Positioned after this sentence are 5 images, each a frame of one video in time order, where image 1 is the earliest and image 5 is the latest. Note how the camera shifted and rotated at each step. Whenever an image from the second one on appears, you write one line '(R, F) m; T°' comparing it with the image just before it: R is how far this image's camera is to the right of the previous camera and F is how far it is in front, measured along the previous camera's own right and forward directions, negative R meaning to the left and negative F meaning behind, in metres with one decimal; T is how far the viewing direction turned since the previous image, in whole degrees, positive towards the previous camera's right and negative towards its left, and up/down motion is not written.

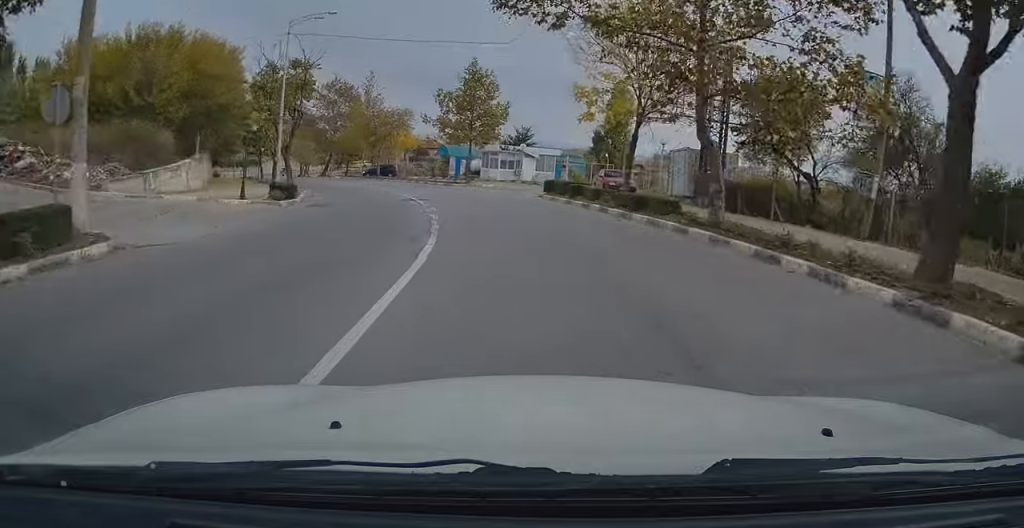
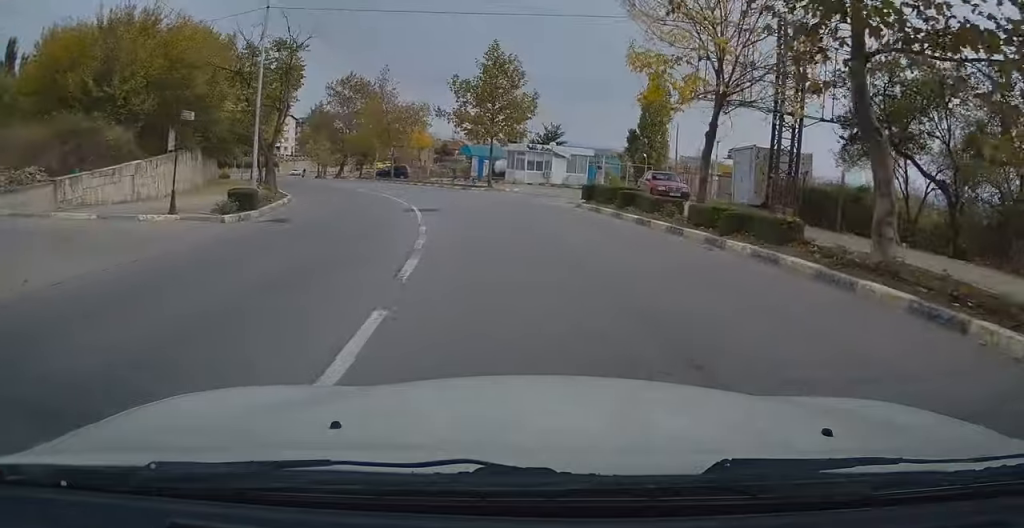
(-0.2, +6.0) m; -3°
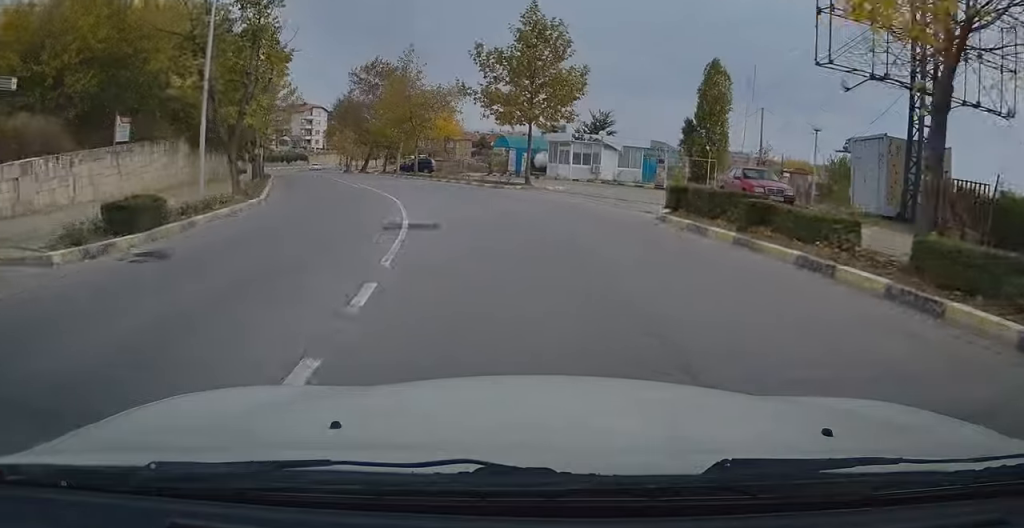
(-0.2, +7.5) m; -4°
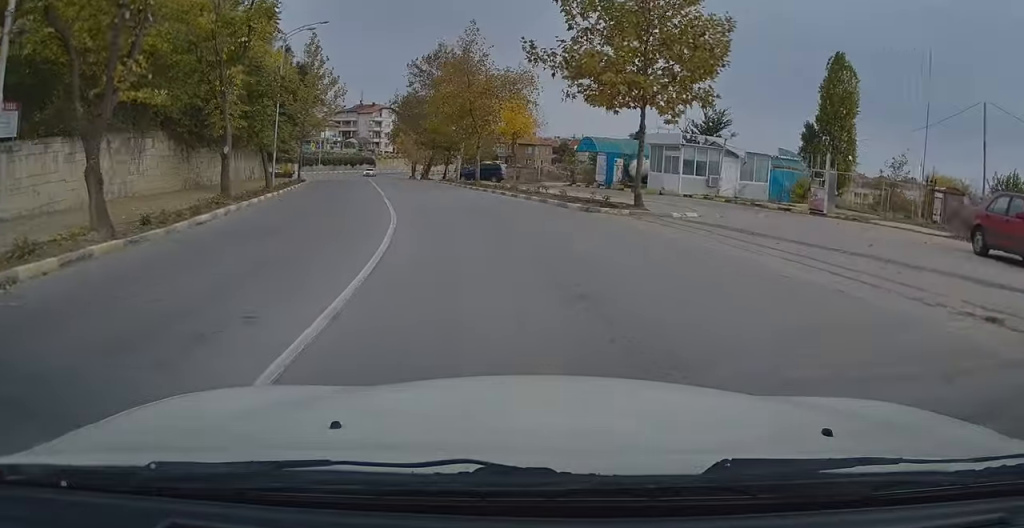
(-0.5, +11.0) m; -7°
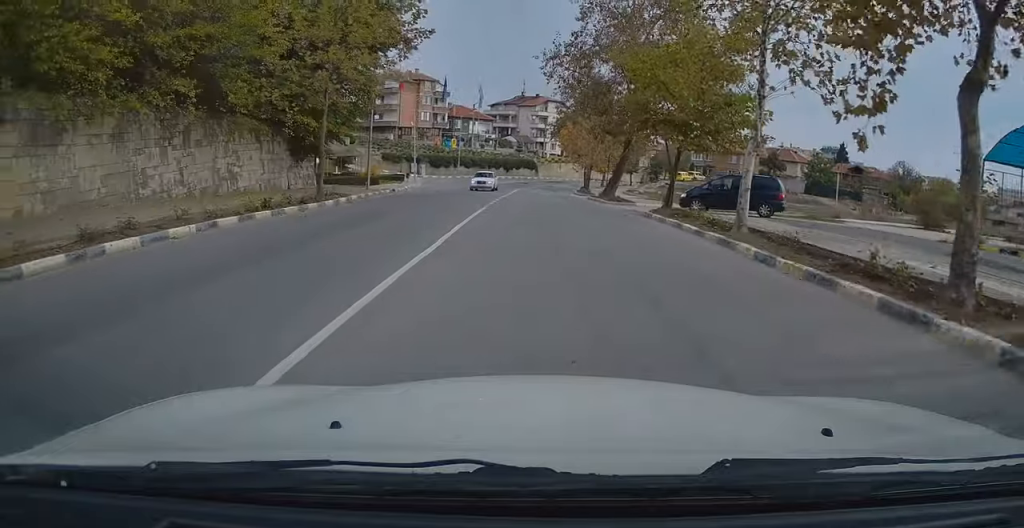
(-4.9, +31.1) m; -14°
